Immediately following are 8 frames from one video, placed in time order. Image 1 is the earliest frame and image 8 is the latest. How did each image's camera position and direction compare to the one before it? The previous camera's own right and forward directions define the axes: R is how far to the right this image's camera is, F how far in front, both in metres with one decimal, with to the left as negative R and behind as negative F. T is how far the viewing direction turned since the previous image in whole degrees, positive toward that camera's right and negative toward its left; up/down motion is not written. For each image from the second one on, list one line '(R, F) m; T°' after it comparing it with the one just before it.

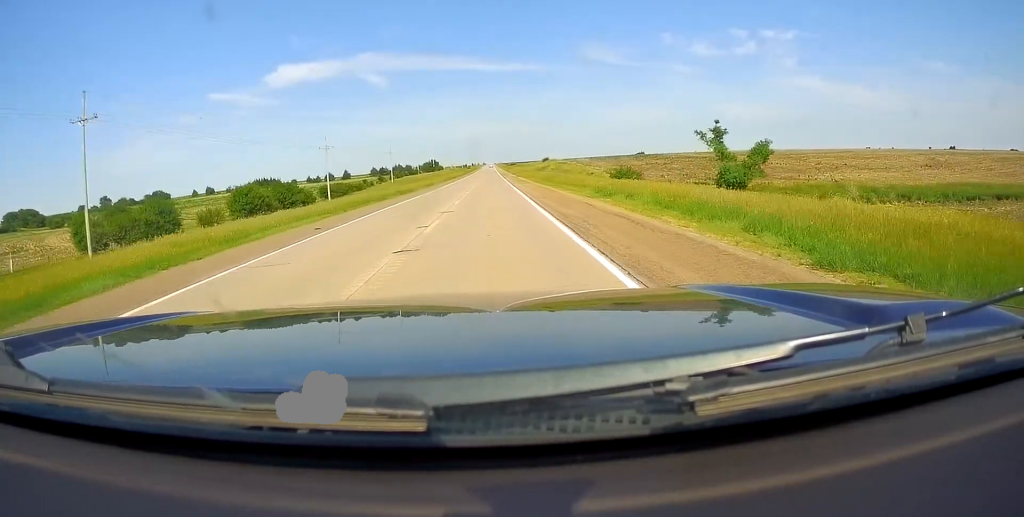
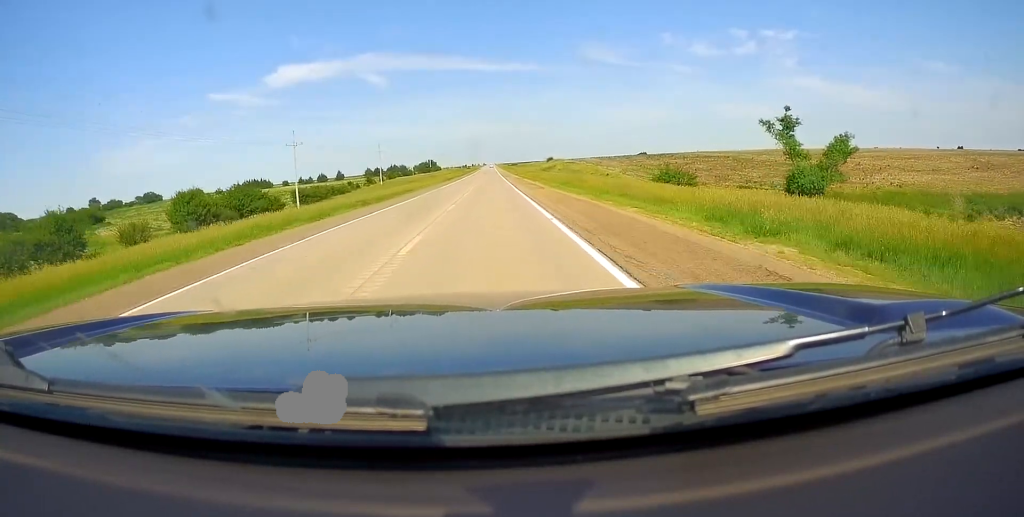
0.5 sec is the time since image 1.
(0.0, +16.0) m; 0°
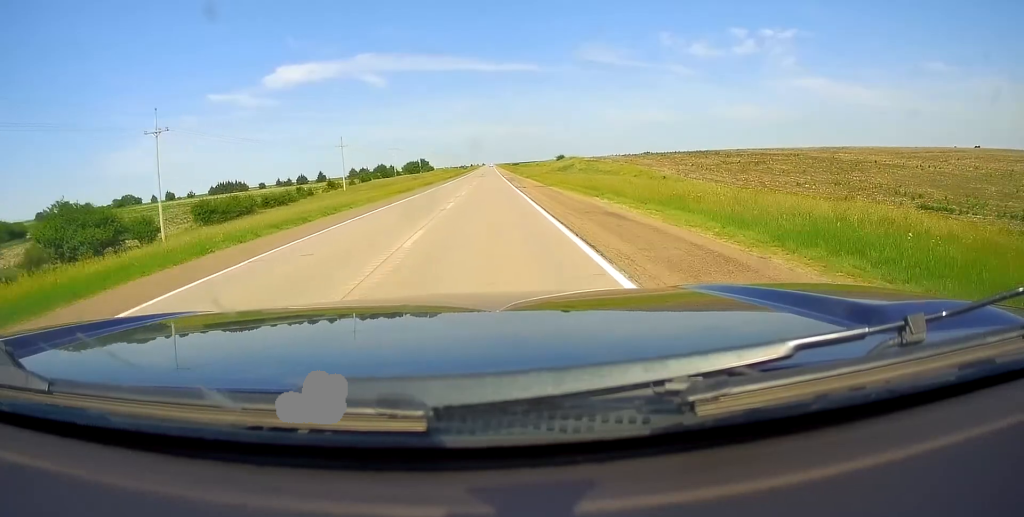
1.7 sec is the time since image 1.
(0.0, +35.3) m; 0°
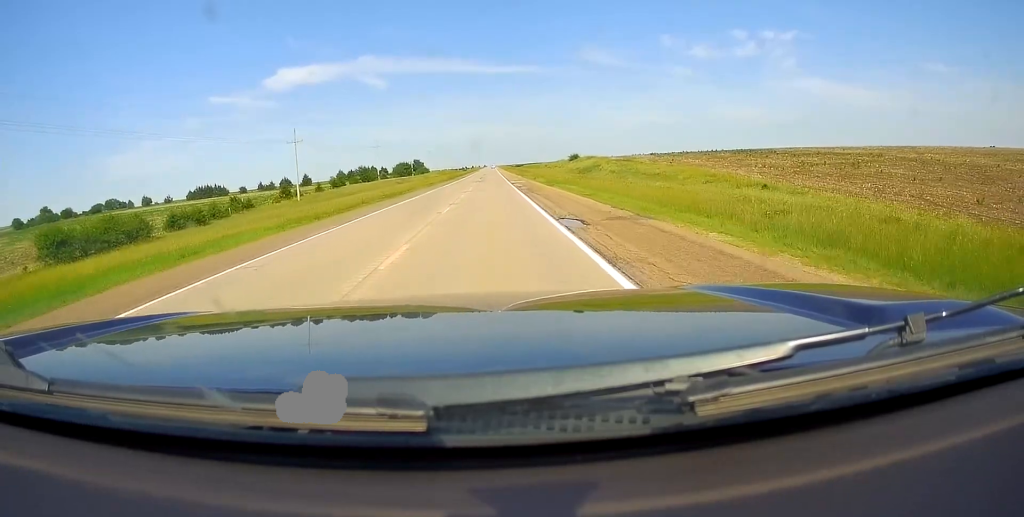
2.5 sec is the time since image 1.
(0.0, +27.1) m; 0°
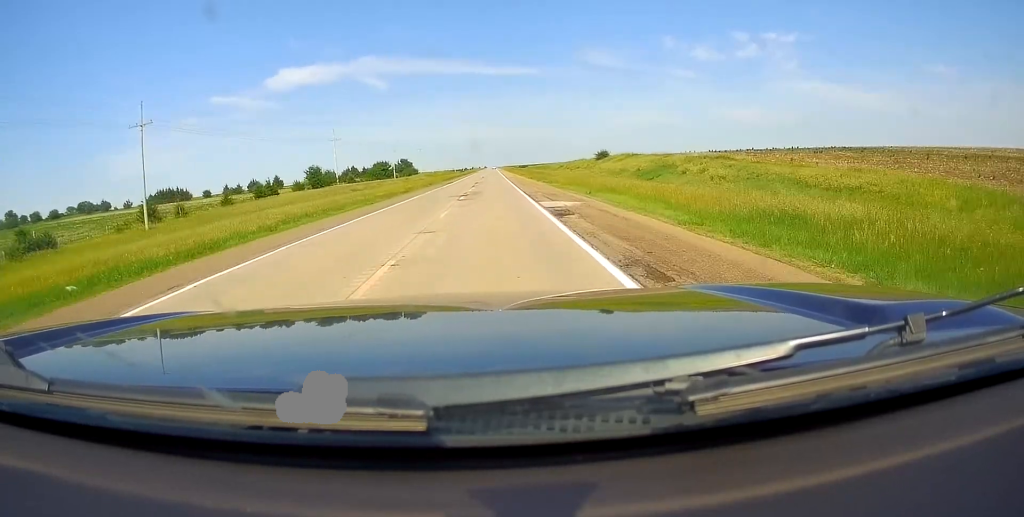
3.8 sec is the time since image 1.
(0.0, +38.9) m; 0°
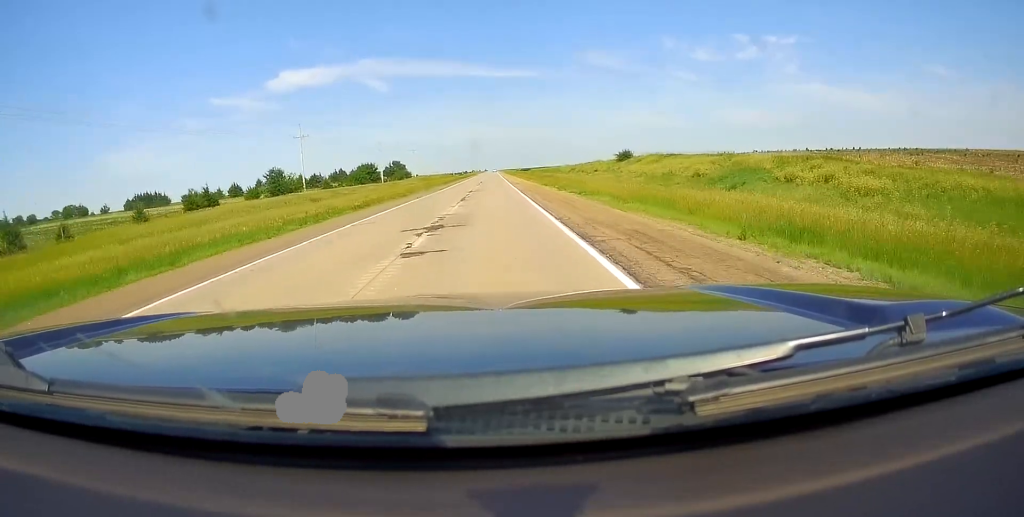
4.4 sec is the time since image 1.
(0.0, +19.1) m; 0°
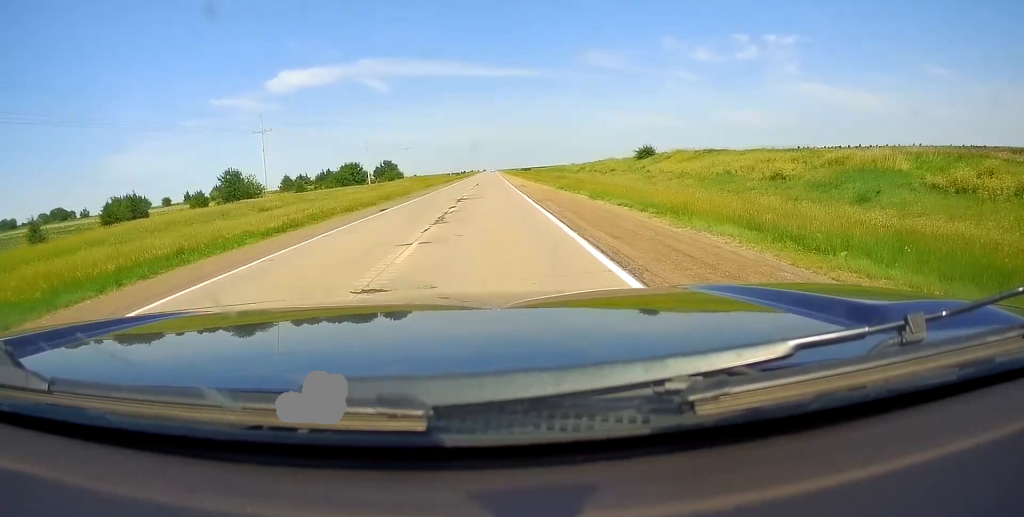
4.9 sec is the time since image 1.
(0.0, +14.5) m; 0°
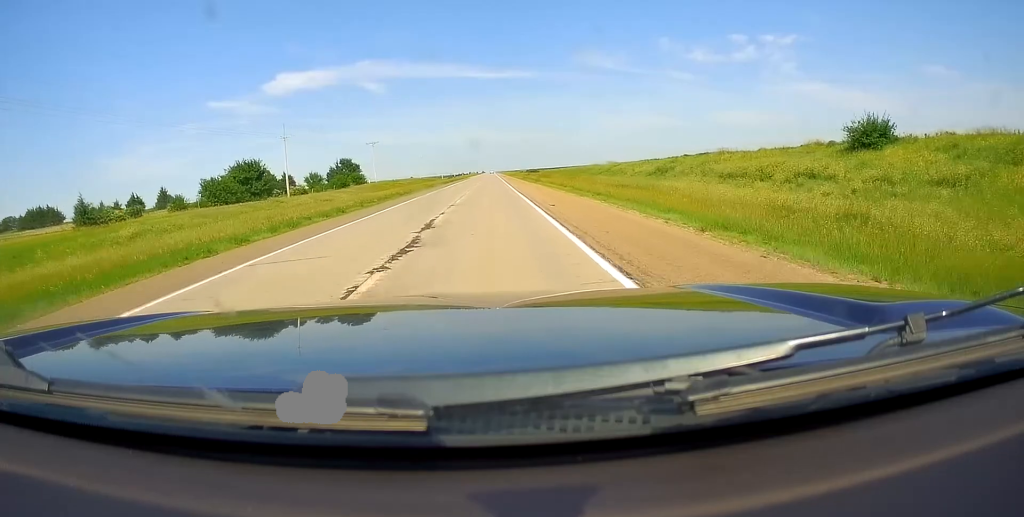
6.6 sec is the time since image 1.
(0.0, +52.8) m; 0°
